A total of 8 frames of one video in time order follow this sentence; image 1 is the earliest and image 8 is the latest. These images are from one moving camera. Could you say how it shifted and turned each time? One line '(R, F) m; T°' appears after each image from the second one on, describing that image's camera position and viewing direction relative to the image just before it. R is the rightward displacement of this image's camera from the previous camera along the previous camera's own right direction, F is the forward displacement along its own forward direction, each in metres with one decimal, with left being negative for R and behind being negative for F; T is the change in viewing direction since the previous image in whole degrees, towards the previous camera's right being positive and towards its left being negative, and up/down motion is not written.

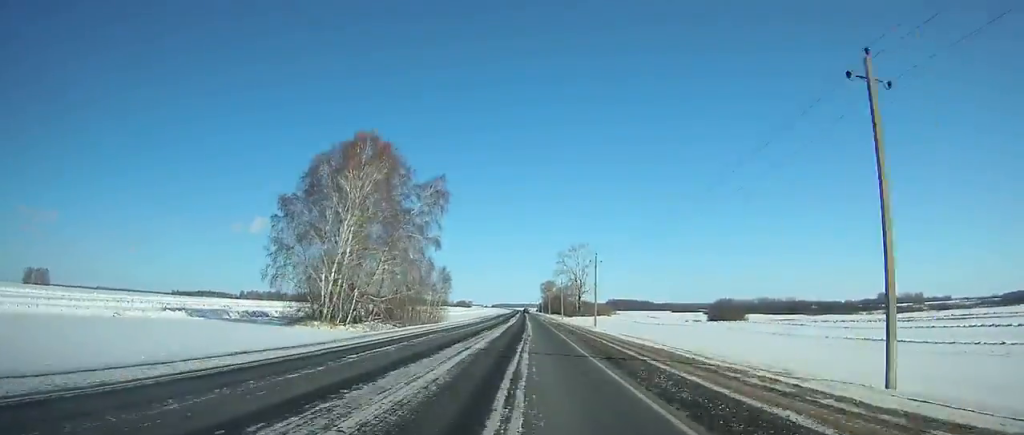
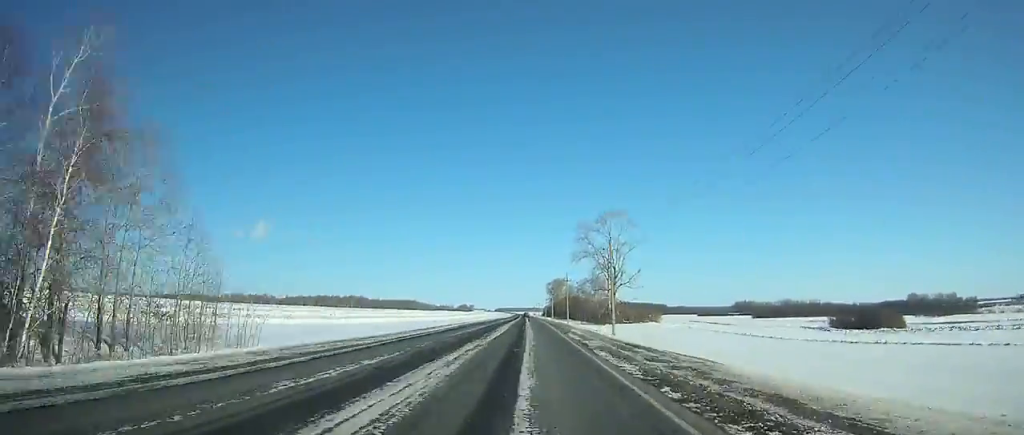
(0.0, +74.0) m; 0°
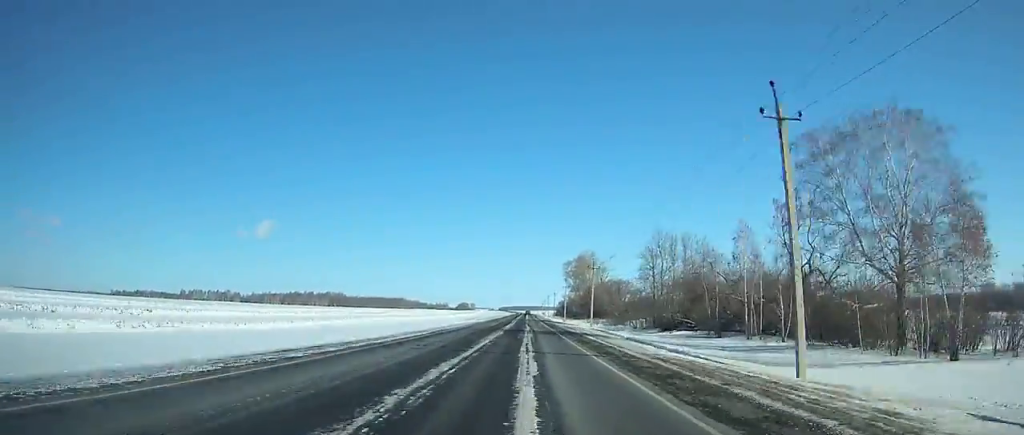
(-0.5, +155.5) m; -1°
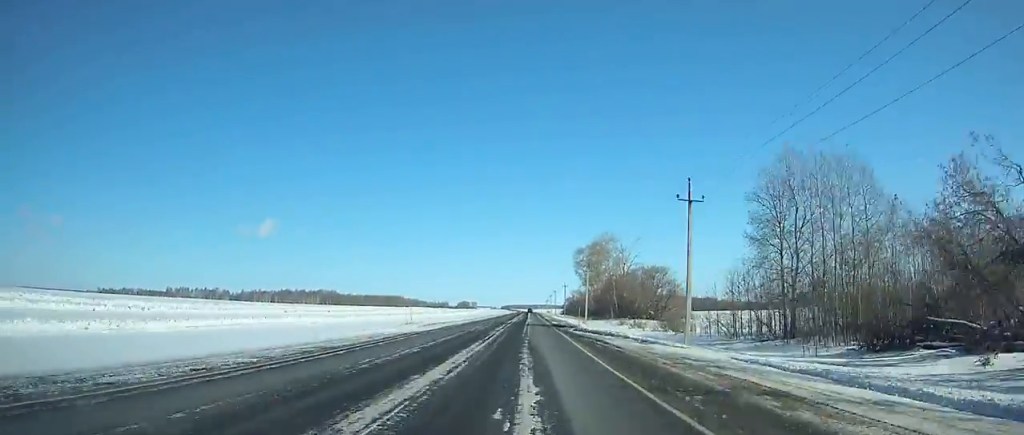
(-0.3, +44.2) m; 0°
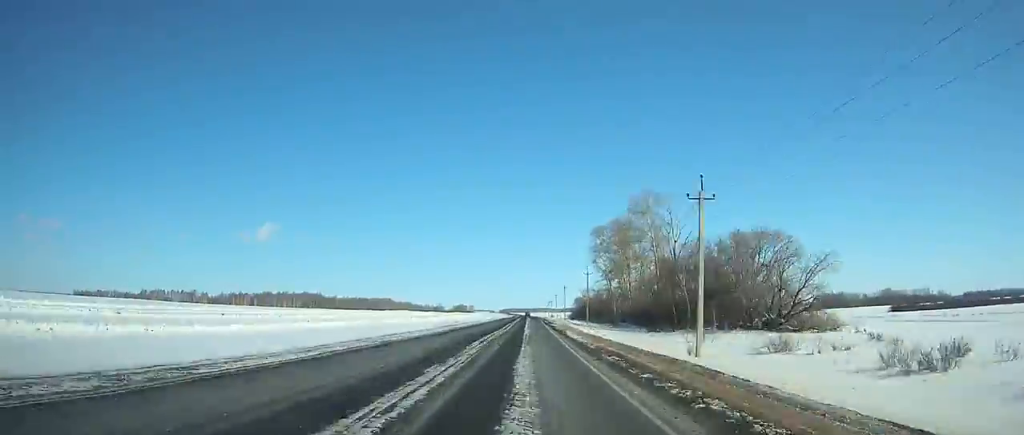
(+0.3, +59.5) m; 0°
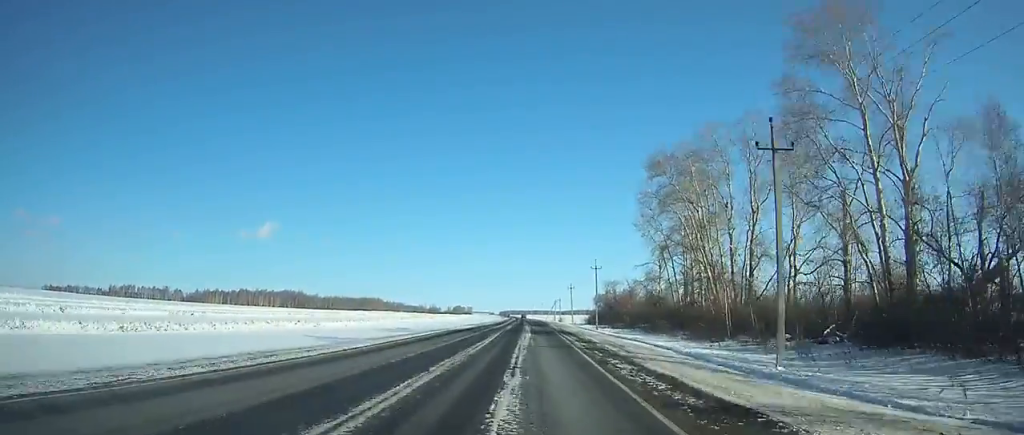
(0.0, +69.6) m; 0°
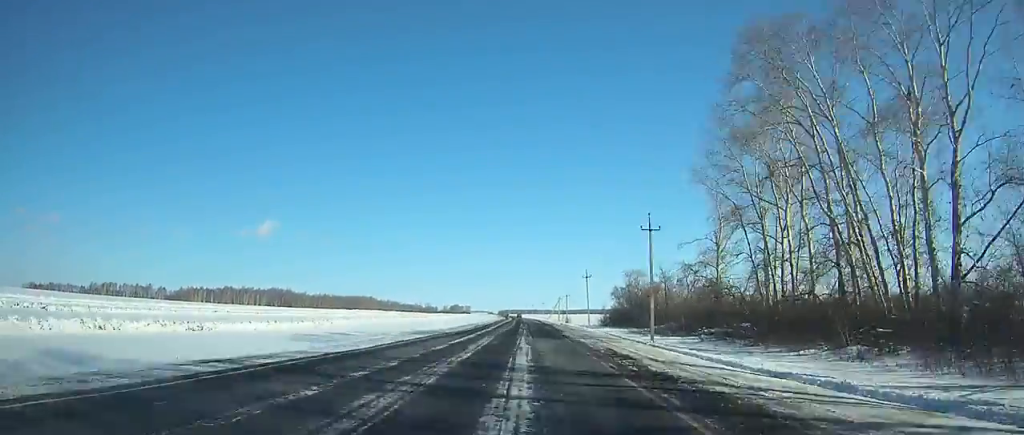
(0.0, +34.9) m; 0°
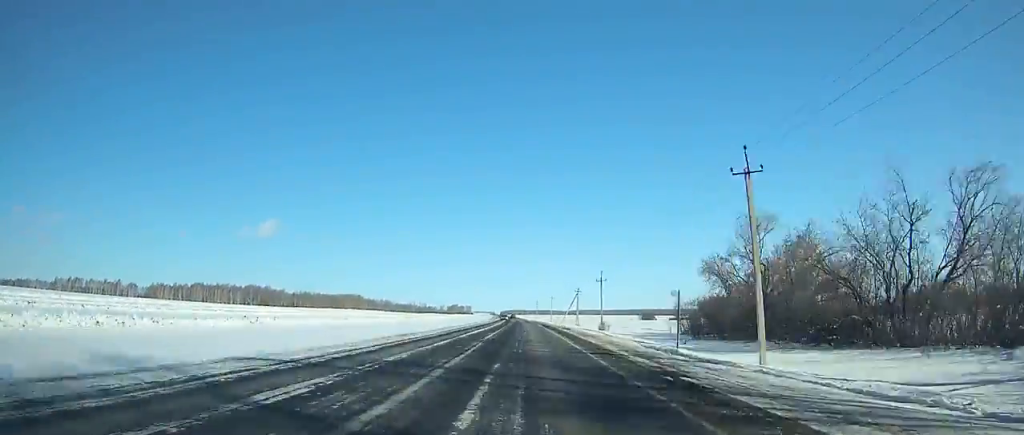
(-0.4, +67.4) m; -1°
